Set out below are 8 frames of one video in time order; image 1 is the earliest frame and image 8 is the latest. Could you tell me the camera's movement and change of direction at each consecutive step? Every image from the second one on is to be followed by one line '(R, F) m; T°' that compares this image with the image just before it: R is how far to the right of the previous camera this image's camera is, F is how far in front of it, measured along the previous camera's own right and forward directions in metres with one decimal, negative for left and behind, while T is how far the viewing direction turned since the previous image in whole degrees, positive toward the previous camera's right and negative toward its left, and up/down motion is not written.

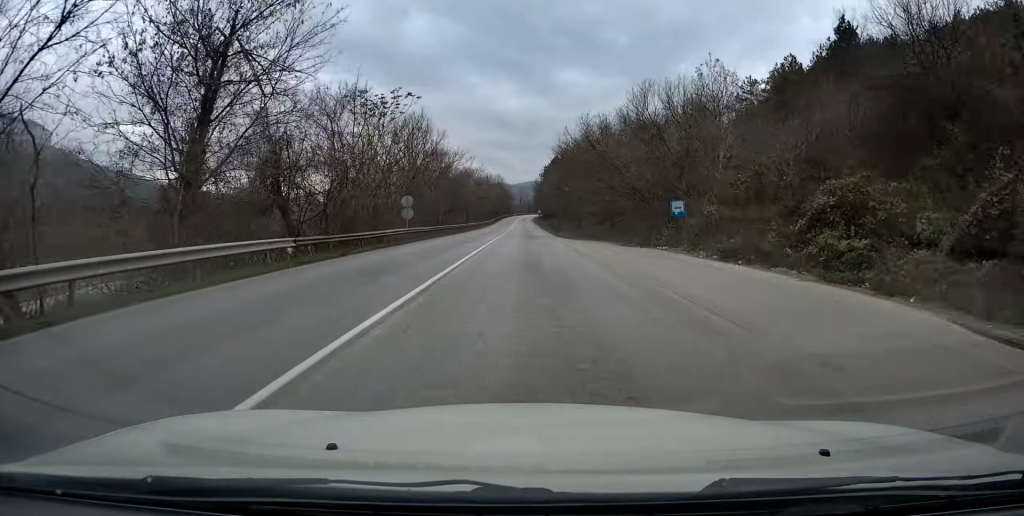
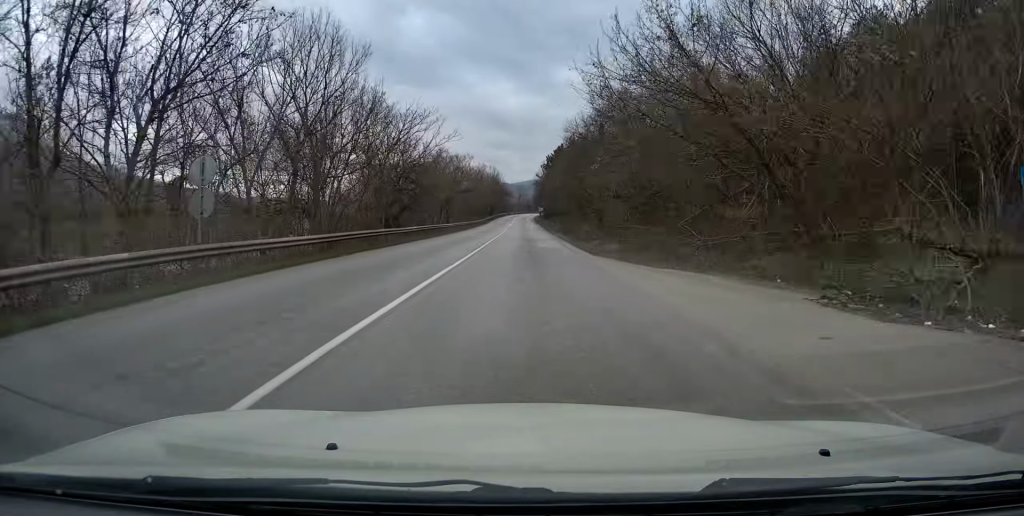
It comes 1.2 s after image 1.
(-0.2, +23.9) m; -1°
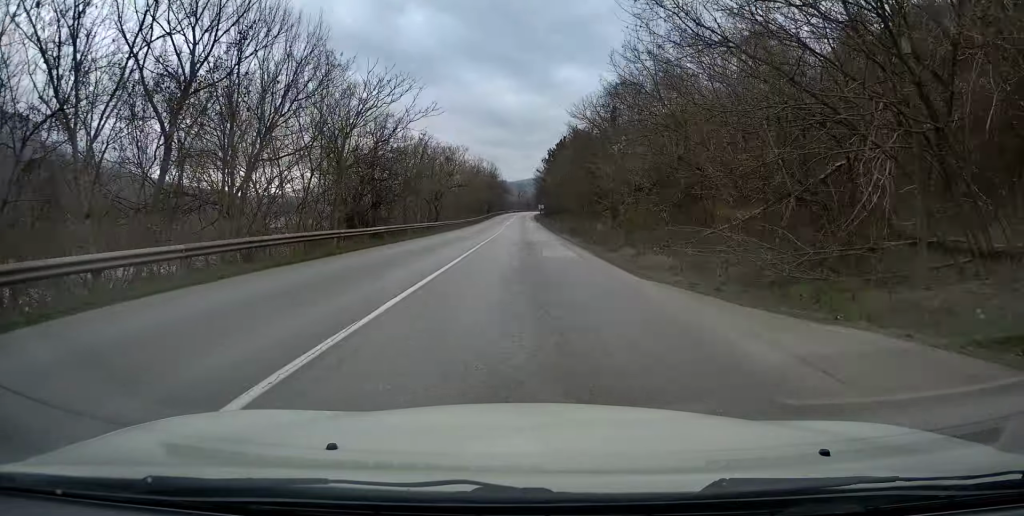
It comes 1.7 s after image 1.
(0.0, +9.2) m; 0°
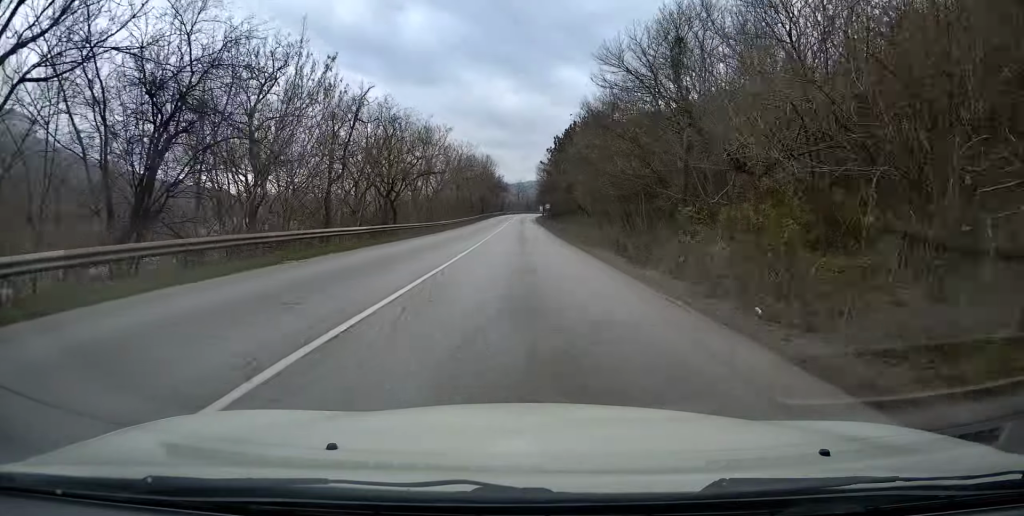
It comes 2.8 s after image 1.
(-0.1, +22.3) m; 0°
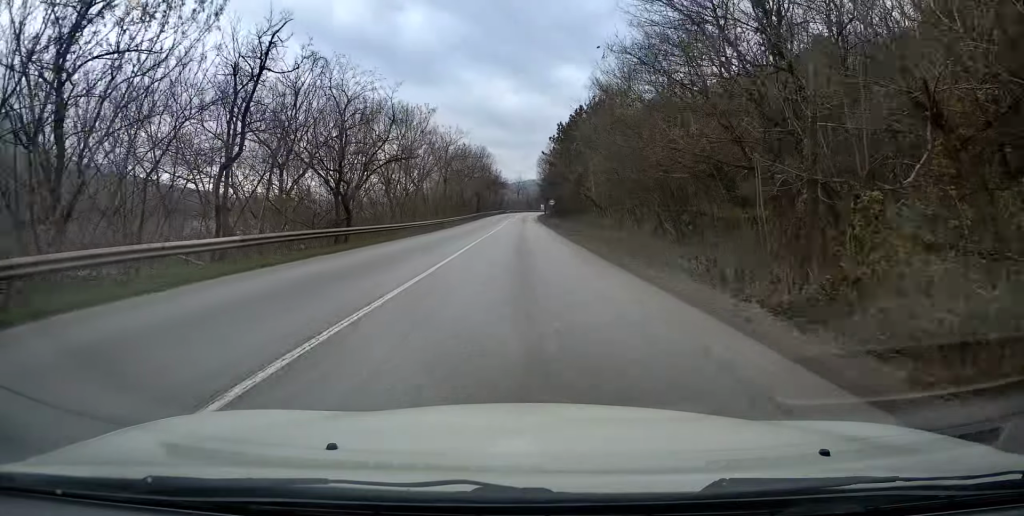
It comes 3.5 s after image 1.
(0.0, +12.5) m; 0°
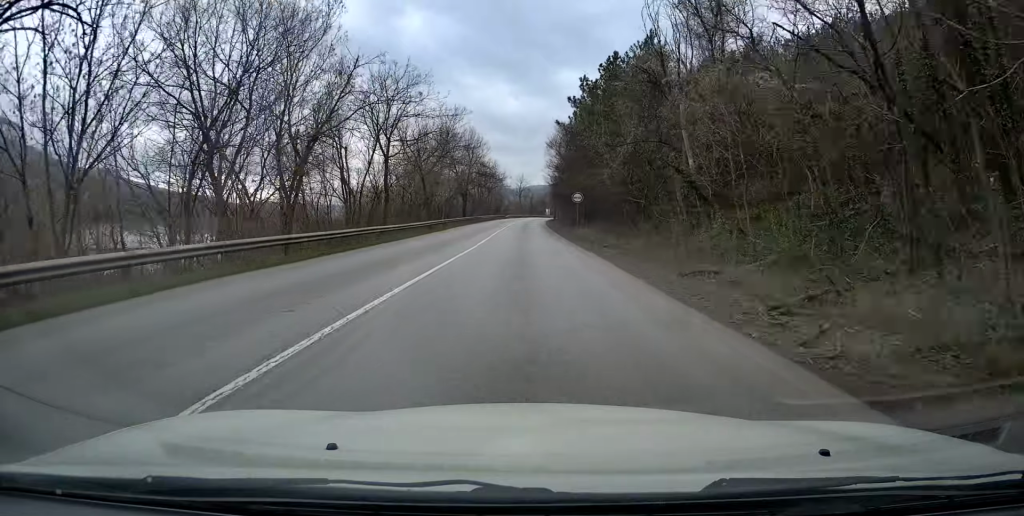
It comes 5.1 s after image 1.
(-0.2, +30.9) m; -1°
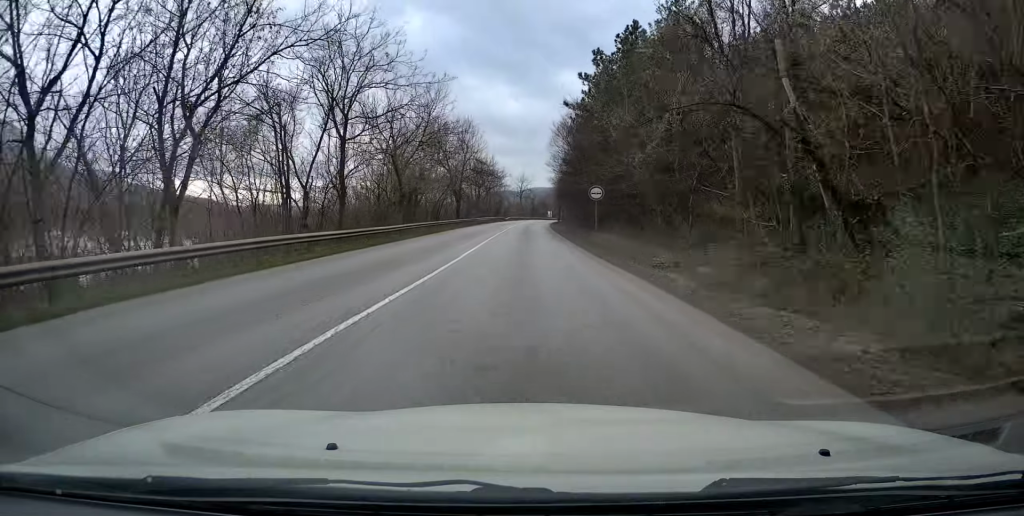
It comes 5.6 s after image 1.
(0.0, +9.4) m; 0°
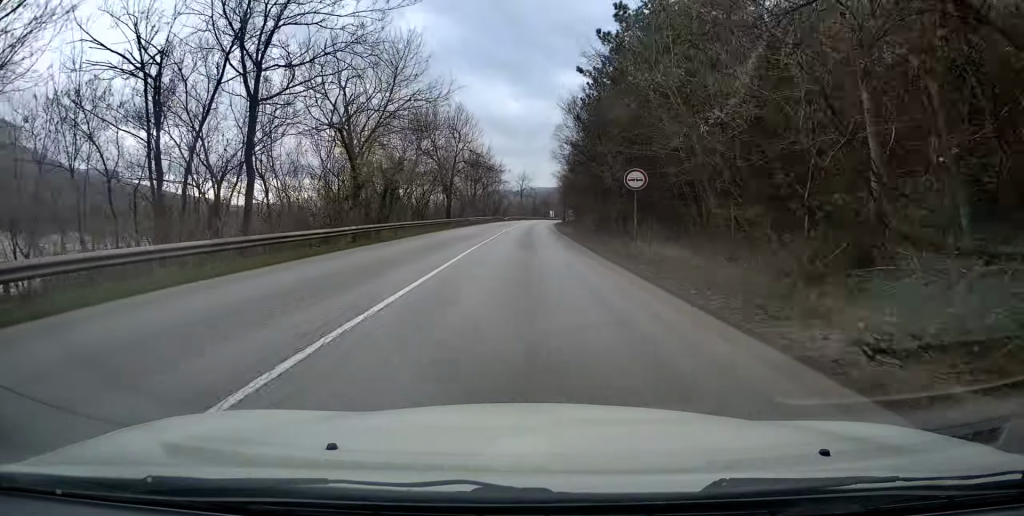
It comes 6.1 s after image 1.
(0.0, +10.1) m; 0°
